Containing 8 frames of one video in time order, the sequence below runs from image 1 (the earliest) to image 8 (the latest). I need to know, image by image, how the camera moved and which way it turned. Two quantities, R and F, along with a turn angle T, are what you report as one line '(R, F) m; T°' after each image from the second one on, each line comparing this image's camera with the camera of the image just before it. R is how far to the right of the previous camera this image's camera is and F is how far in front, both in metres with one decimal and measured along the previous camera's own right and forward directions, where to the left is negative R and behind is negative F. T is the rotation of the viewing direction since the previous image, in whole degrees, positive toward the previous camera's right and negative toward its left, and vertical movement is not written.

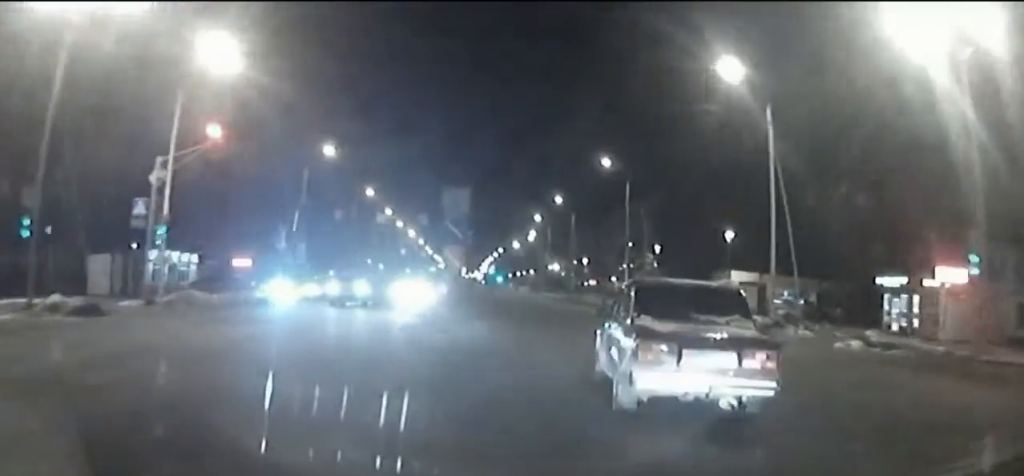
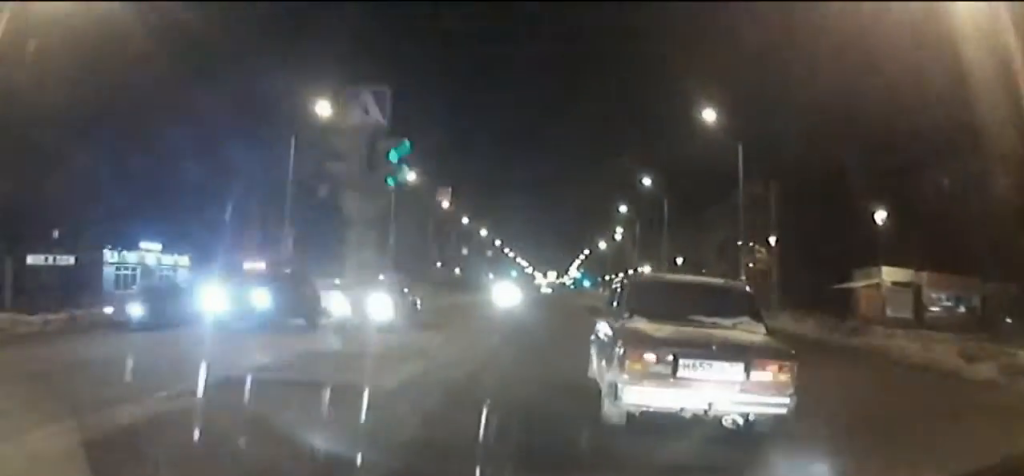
(-0.1, +15.9) m; -4°
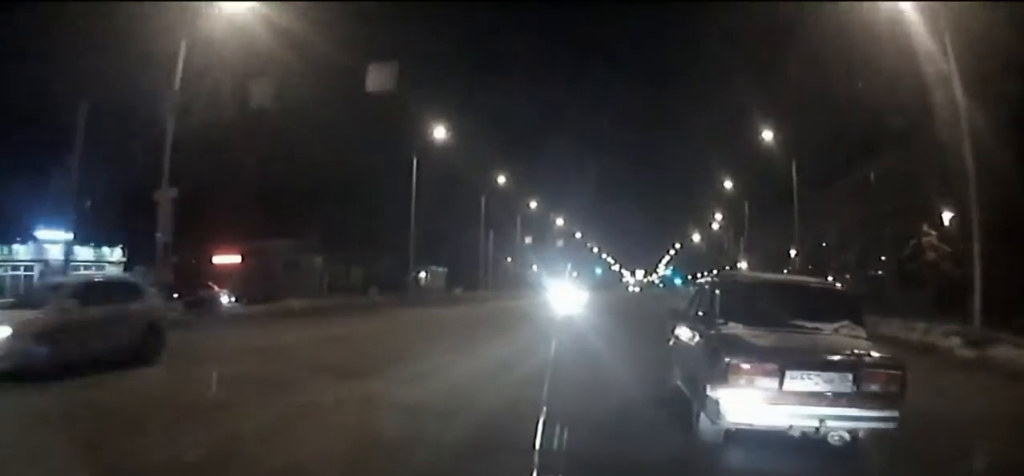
(-1.3, +19.1) m; -7°
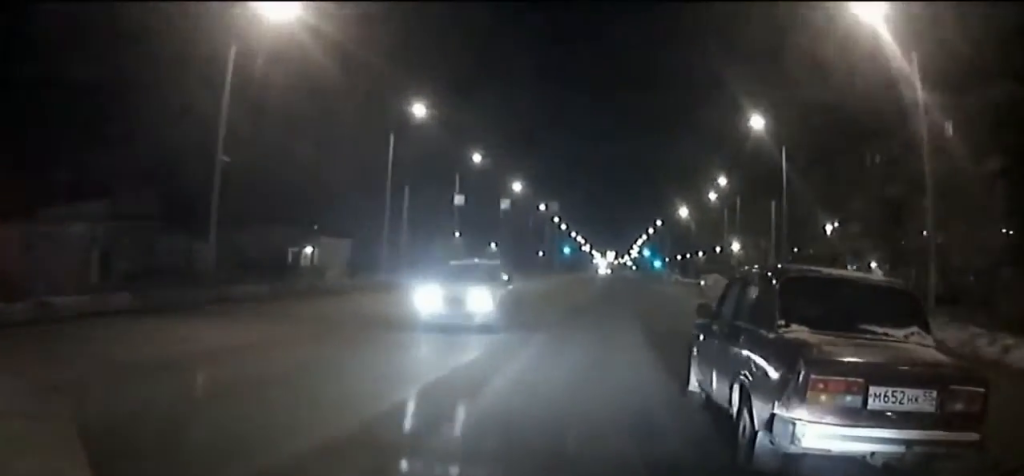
(-0.2, +22.8) m; 0°
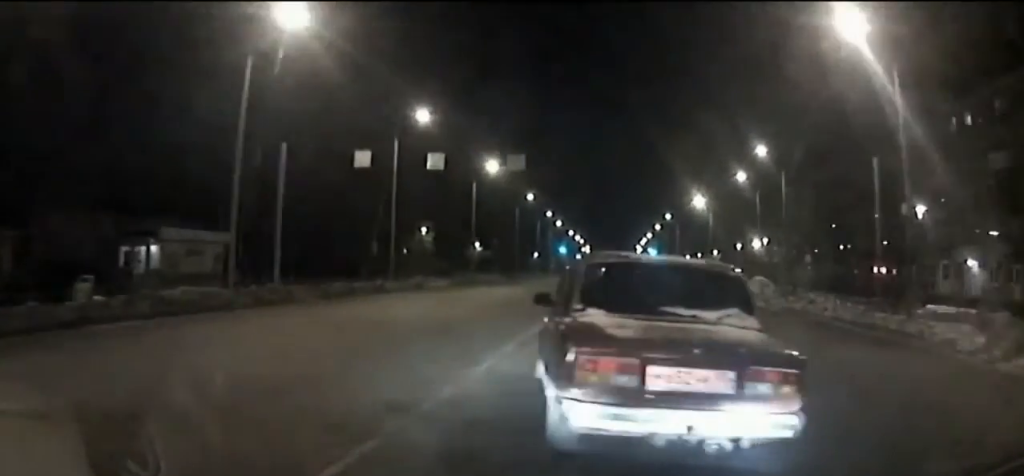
(+0.1, +20.2) m; 0°
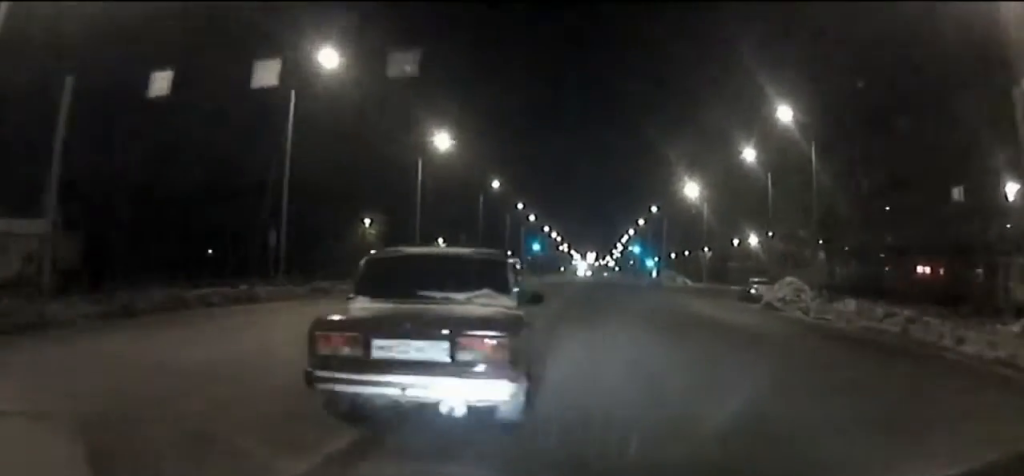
(-0.1, +13.6) m; +1°
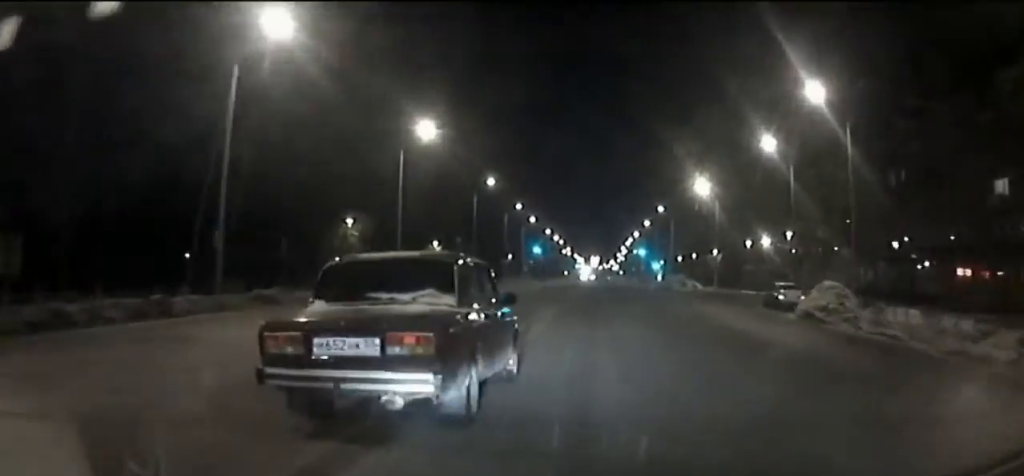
(0.0, +6.3) m; 0°
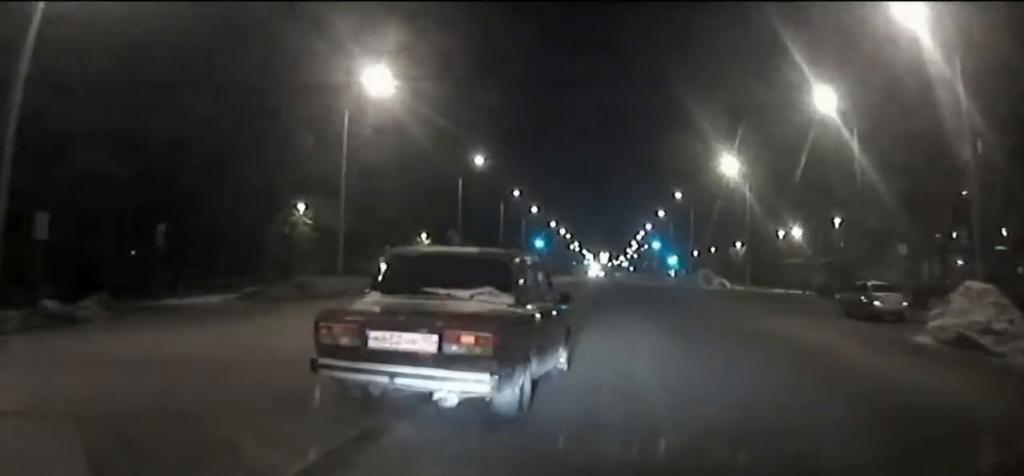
(+0.2, +12.7) m; 0°
